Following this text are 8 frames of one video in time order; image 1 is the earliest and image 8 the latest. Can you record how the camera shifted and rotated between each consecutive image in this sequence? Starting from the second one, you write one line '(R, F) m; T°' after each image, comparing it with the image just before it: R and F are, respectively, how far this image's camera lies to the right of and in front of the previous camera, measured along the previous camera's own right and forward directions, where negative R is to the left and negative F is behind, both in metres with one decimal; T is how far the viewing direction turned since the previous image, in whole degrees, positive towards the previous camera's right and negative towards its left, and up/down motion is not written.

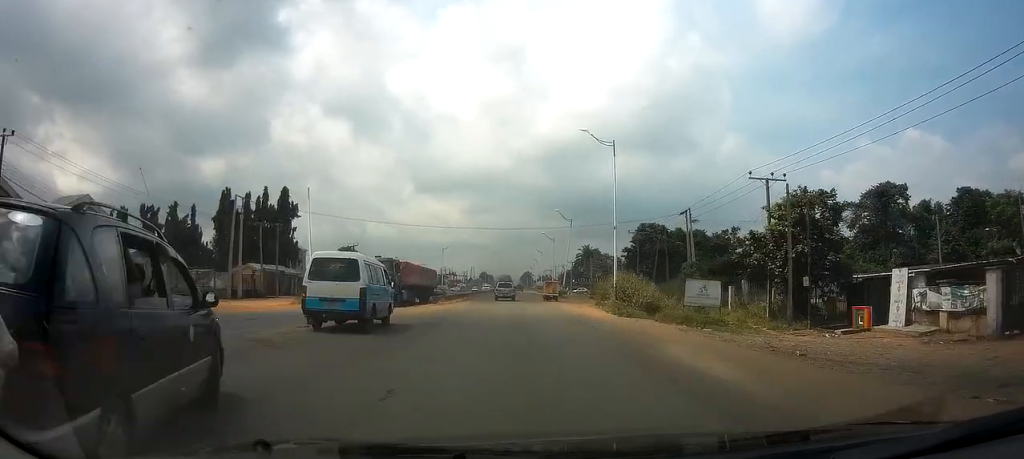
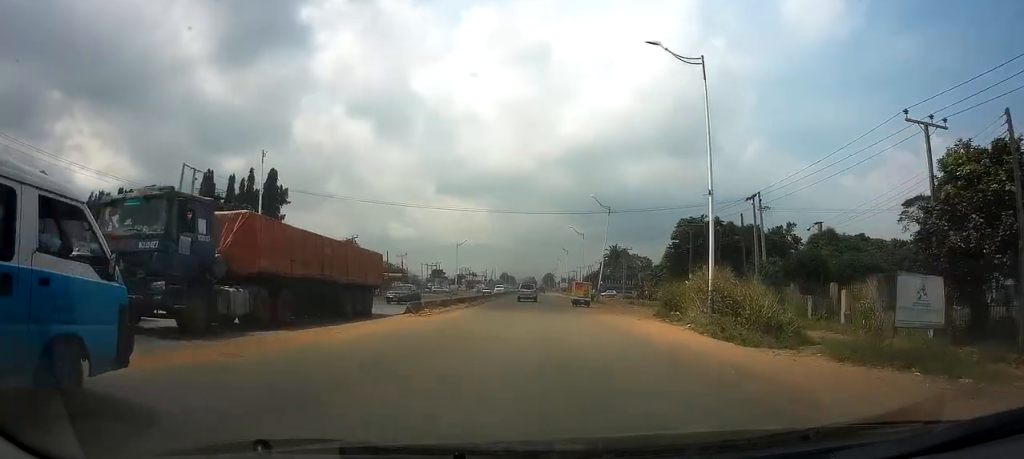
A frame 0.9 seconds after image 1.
(-0.2, +14.6) m; -1°
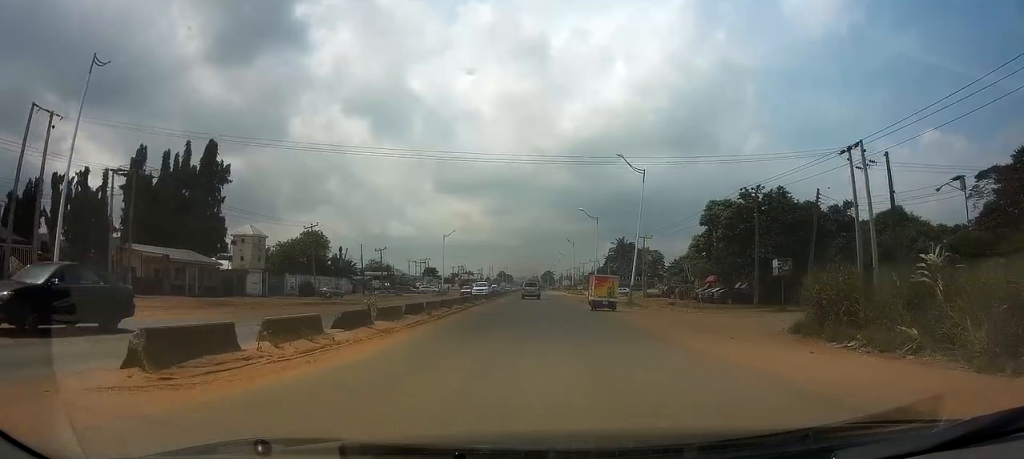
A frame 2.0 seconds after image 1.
(-0.1, +17.6) m; 0°
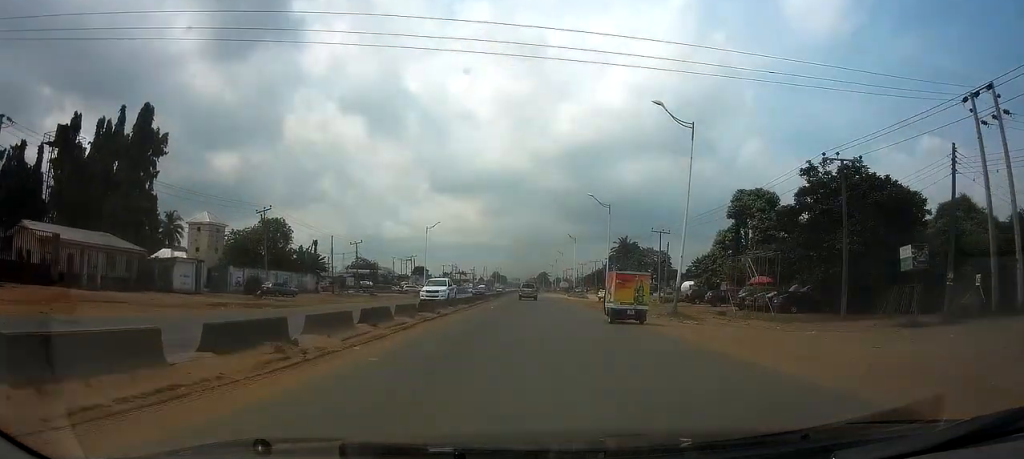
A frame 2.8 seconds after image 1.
(+0.1, +13.4) m; 0°
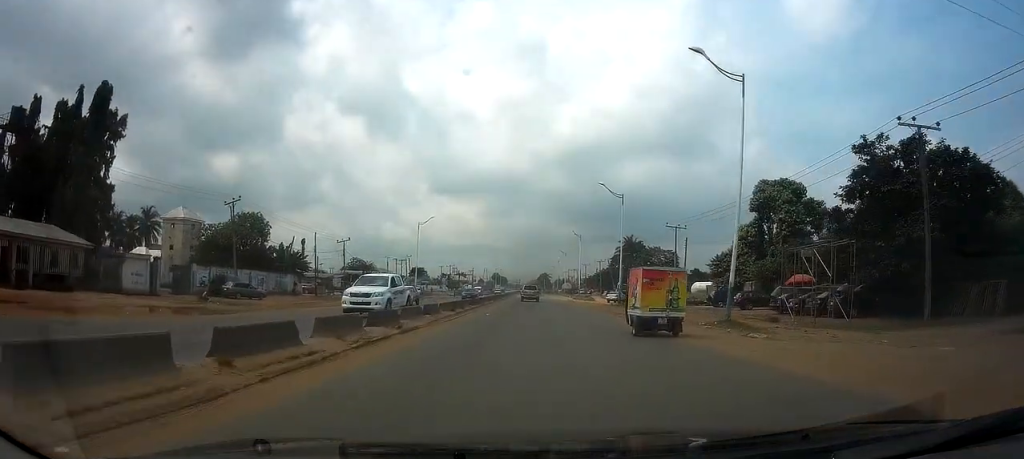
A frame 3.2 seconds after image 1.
(0.0, +7.5) m; 0°
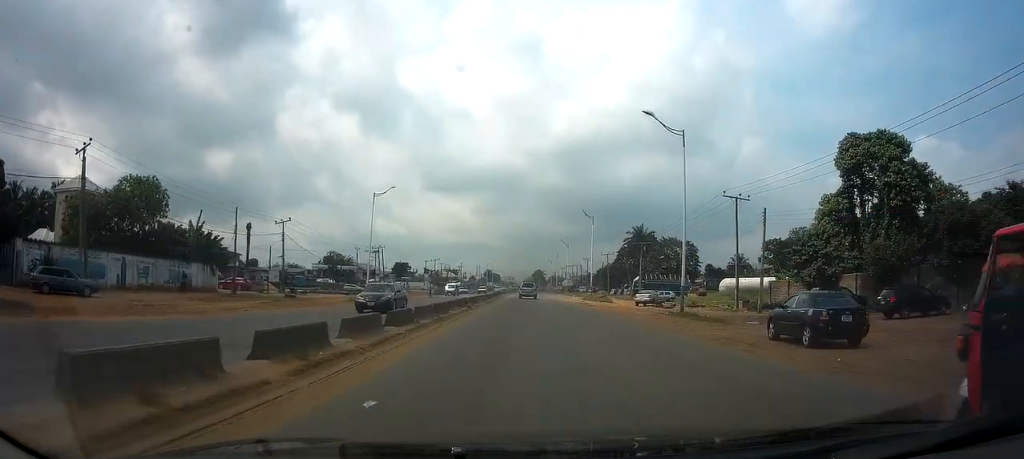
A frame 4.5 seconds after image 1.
(0.0, +21.5) m; +1°
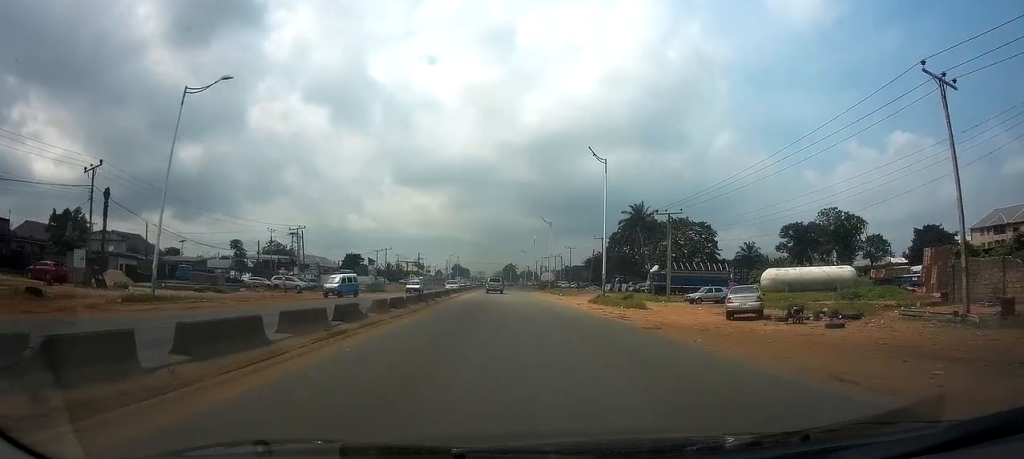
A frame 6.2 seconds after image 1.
(+0.7, +29.4) m; +2°
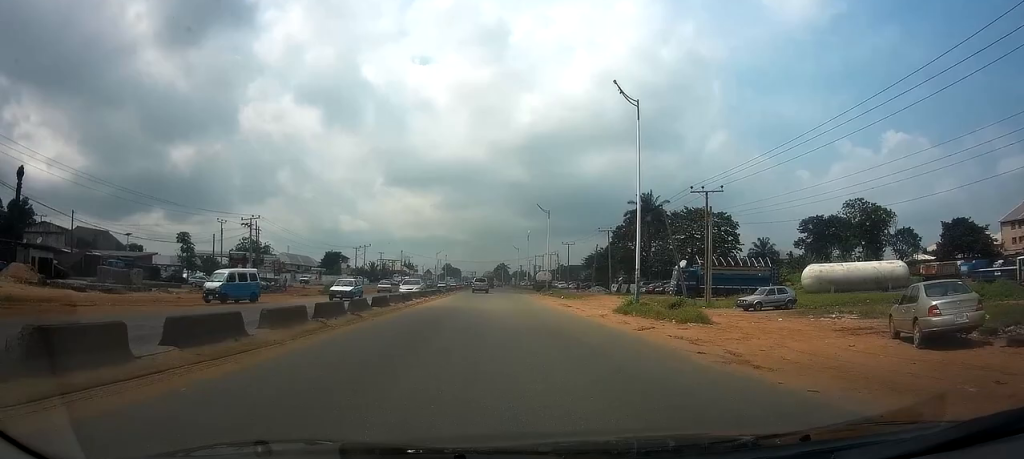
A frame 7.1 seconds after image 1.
(+0.1, +13.8) m; +1°
